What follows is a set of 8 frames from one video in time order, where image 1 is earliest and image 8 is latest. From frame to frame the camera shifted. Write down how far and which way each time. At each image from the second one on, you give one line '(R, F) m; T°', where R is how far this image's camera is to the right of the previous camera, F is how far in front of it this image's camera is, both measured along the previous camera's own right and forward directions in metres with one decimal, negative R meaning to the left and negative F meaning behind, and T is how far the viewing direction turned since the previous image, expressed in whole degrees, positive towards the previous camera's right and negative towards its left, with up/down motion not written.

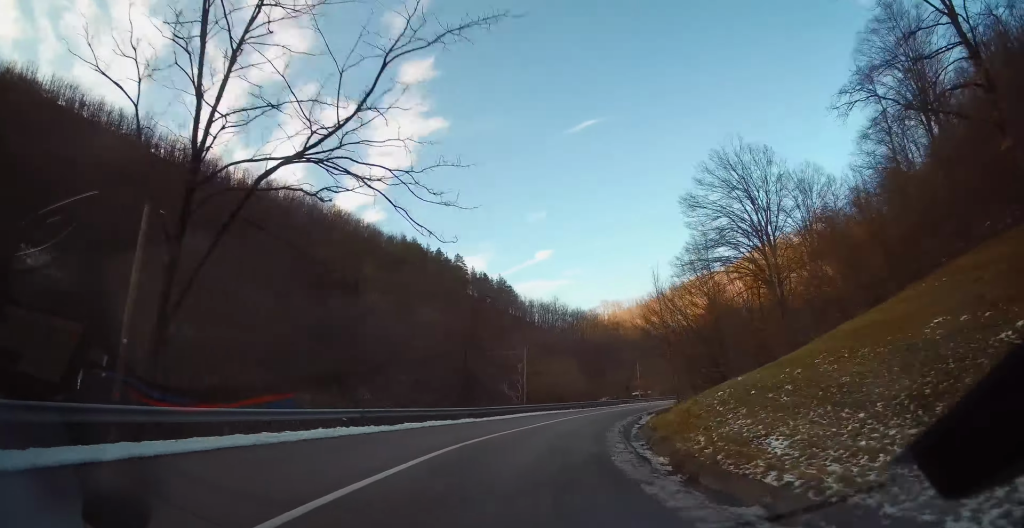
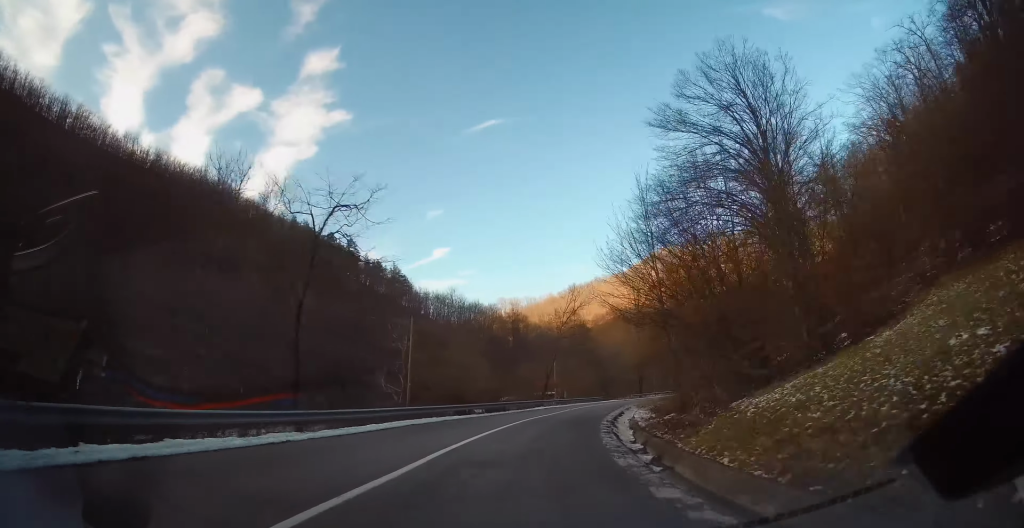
(+1.4, +15.3) m; +12°
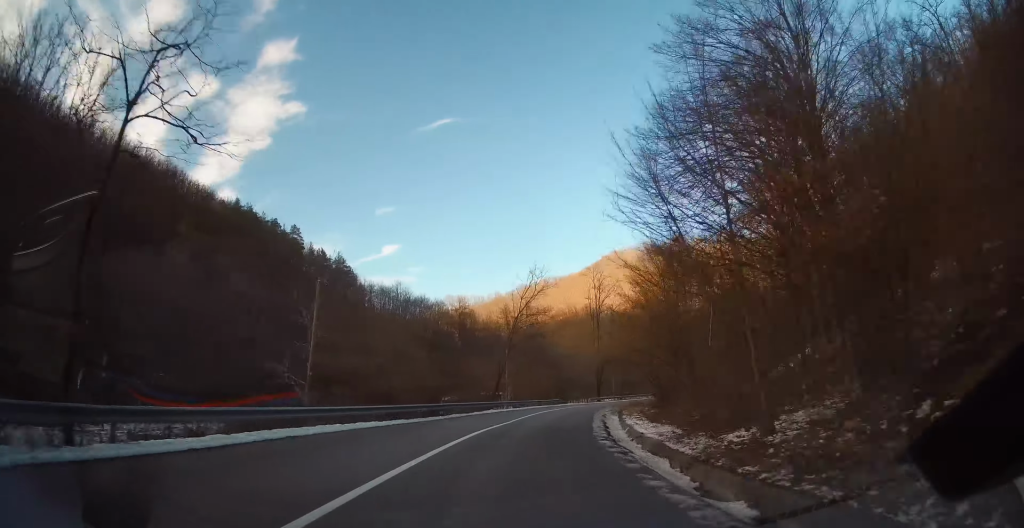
(+0.9, +9.2) m; +5°
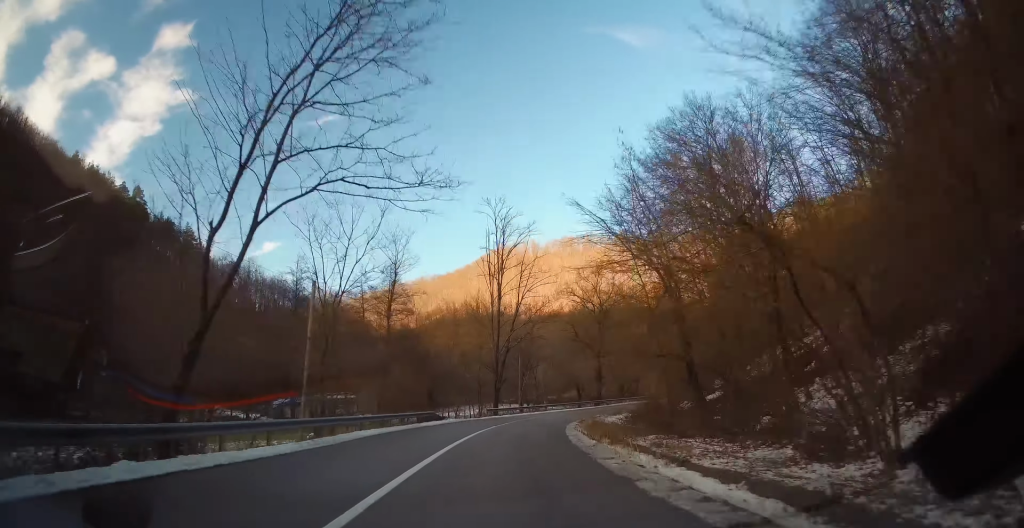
(+3.6, +33.1) m; +13°
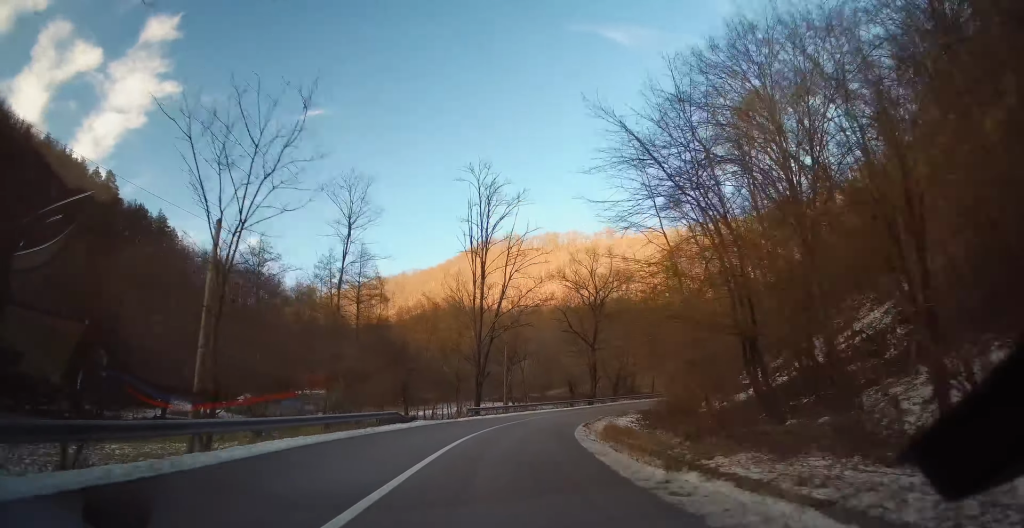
(0.0, +7.5) m; +3°
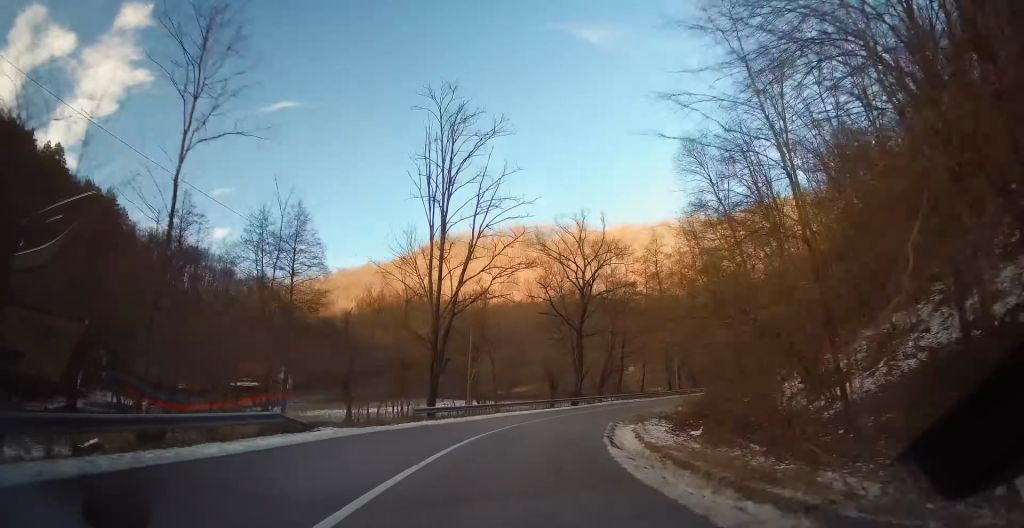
(+0.7, +11.6) m; +6°
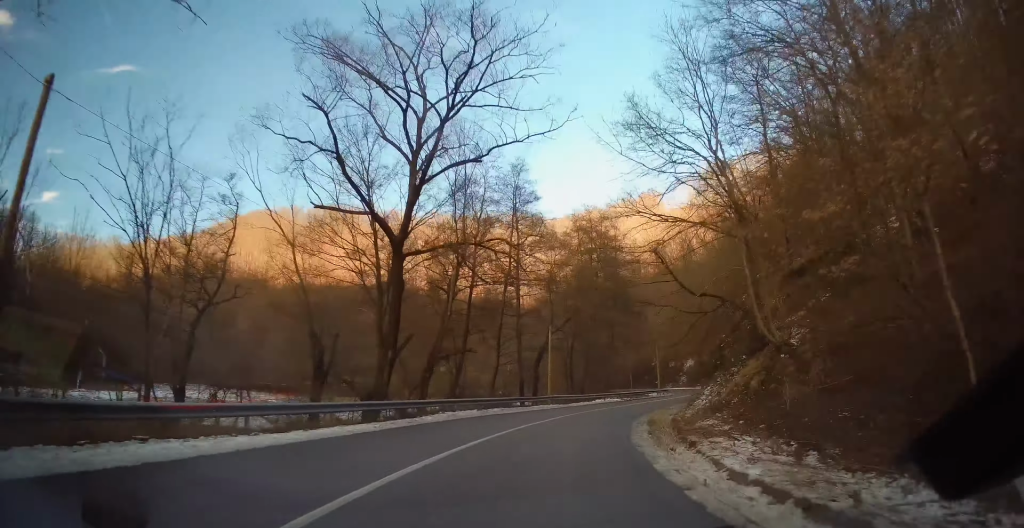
(+4.0, +26.4) m; +20°
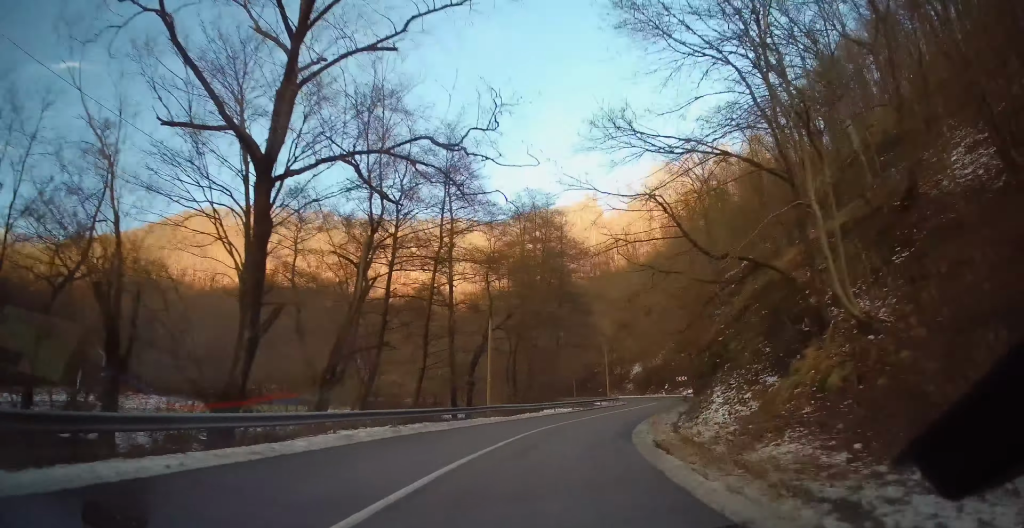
(+0.5, +7.5) m; +7°
